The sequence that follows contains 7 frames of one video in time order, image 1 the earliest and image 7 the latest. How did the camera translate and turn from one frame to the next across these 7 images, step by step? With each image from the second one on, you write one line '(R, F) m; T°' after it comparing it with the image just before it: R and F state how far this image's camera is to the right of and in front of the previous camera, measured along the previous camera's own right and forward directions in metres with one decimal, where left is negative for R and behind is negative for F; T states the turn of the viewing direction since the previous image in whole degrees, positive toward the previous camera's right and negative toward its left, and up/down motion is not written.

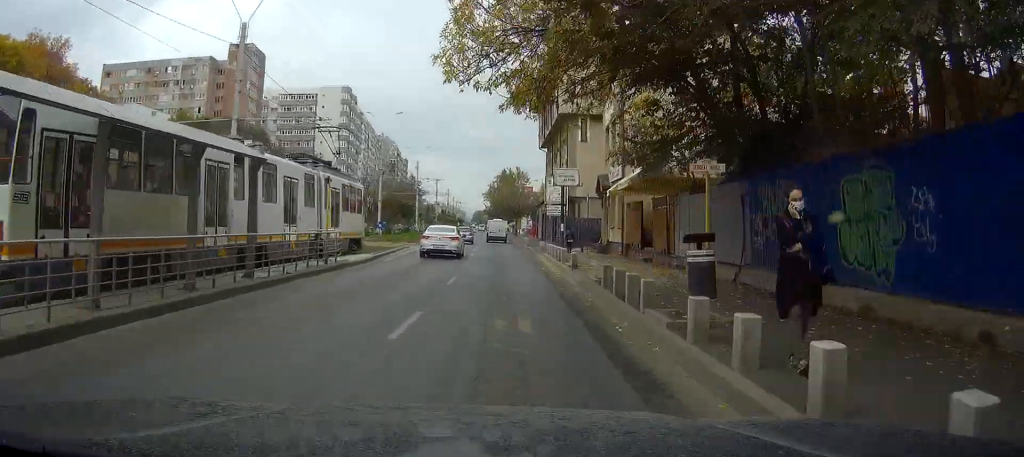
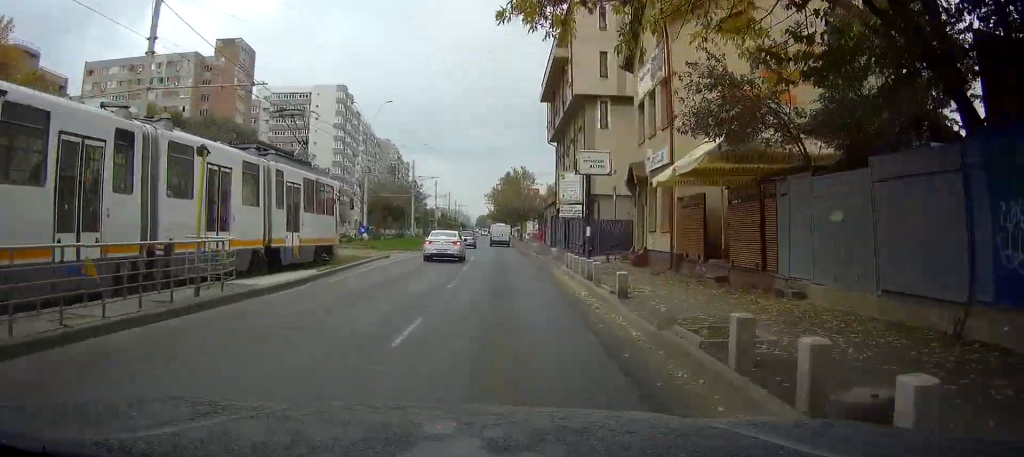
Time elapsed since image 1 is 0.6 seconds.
(0.0, +8.8) m; 0°
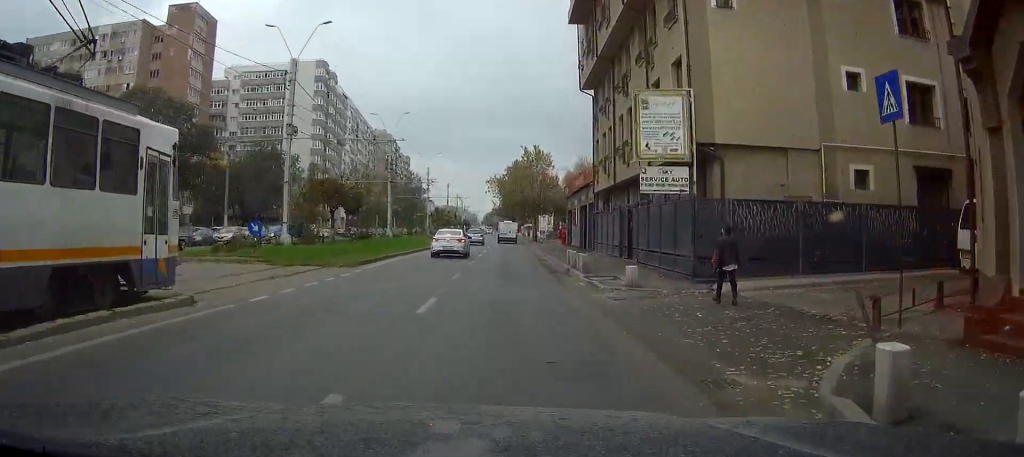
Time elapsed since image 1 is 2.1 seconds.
(-0.2, +23.3) m; -1°
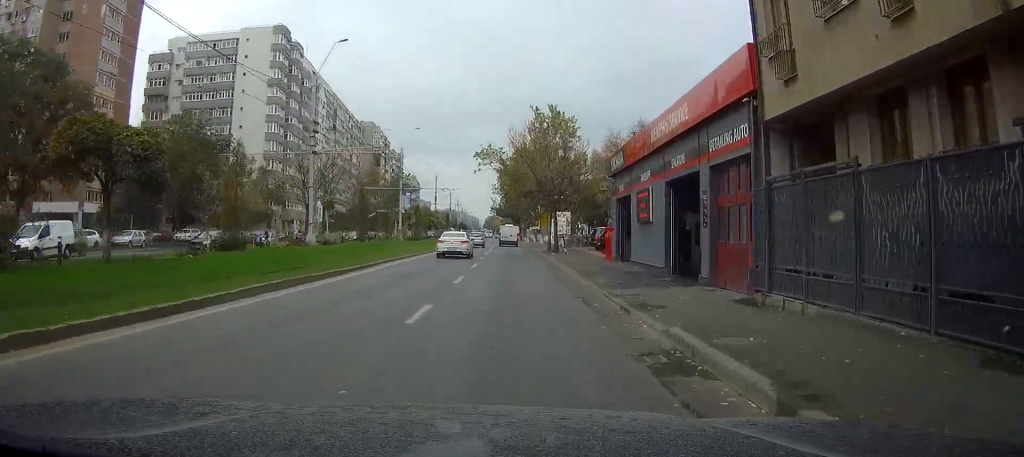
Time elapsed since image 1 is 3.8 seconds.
(0.0, +27.6) m; 0°
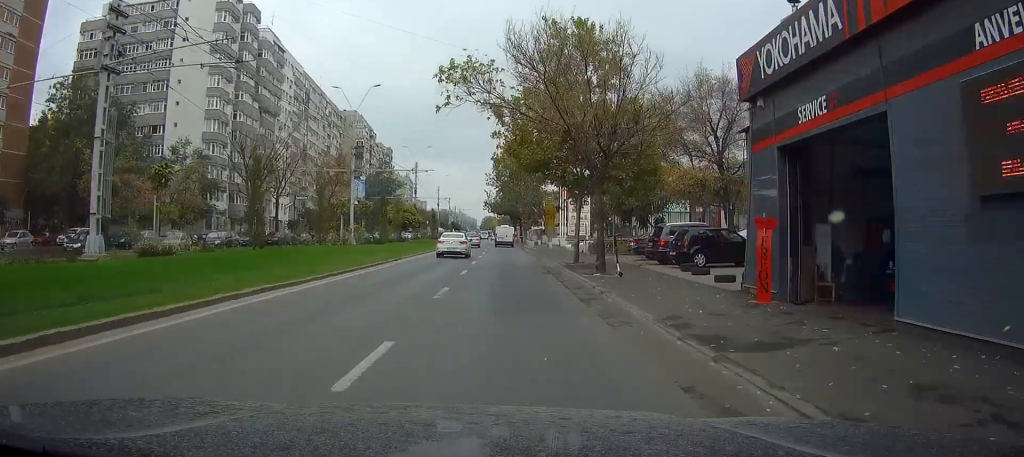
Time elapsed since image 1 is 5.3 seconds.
(0.0, +22.5) m; 0°
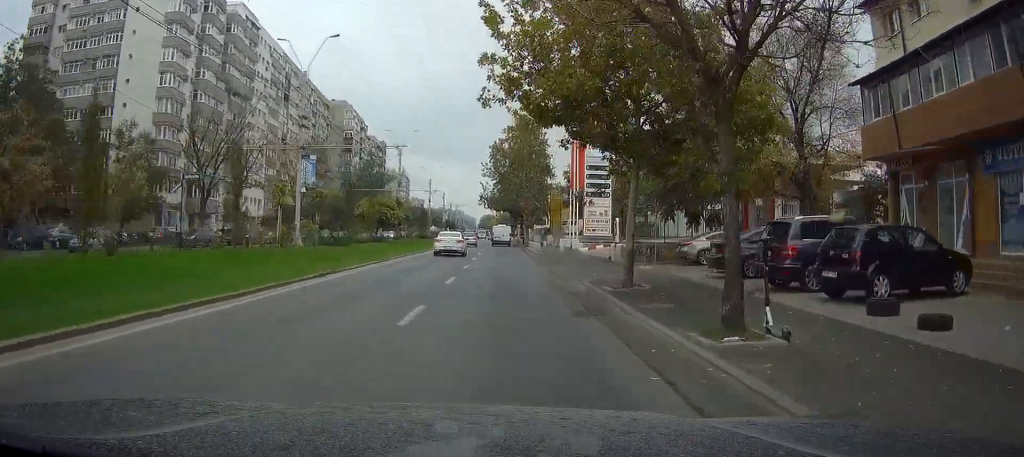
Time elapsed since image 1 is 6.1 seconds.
(0.0, +13.6) m; 0°
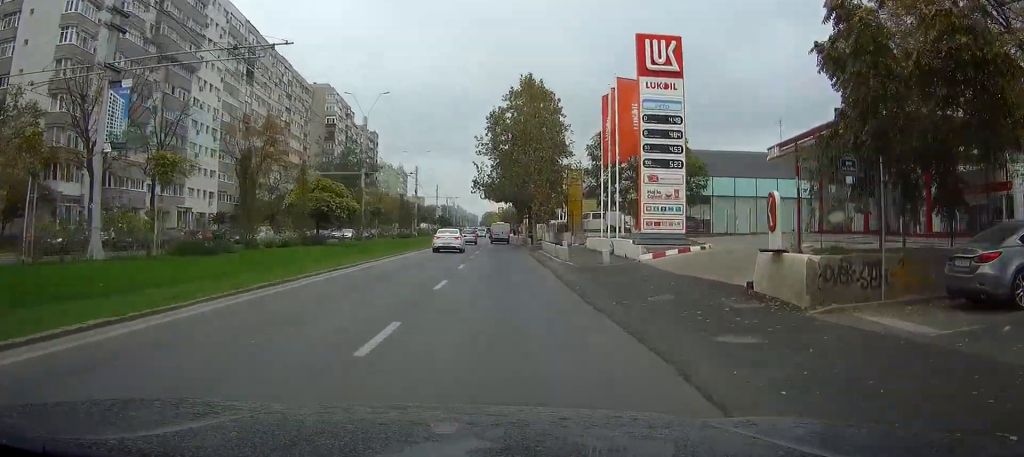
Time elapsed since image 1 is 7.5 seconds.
(0.0, +20.6) m; 0°
